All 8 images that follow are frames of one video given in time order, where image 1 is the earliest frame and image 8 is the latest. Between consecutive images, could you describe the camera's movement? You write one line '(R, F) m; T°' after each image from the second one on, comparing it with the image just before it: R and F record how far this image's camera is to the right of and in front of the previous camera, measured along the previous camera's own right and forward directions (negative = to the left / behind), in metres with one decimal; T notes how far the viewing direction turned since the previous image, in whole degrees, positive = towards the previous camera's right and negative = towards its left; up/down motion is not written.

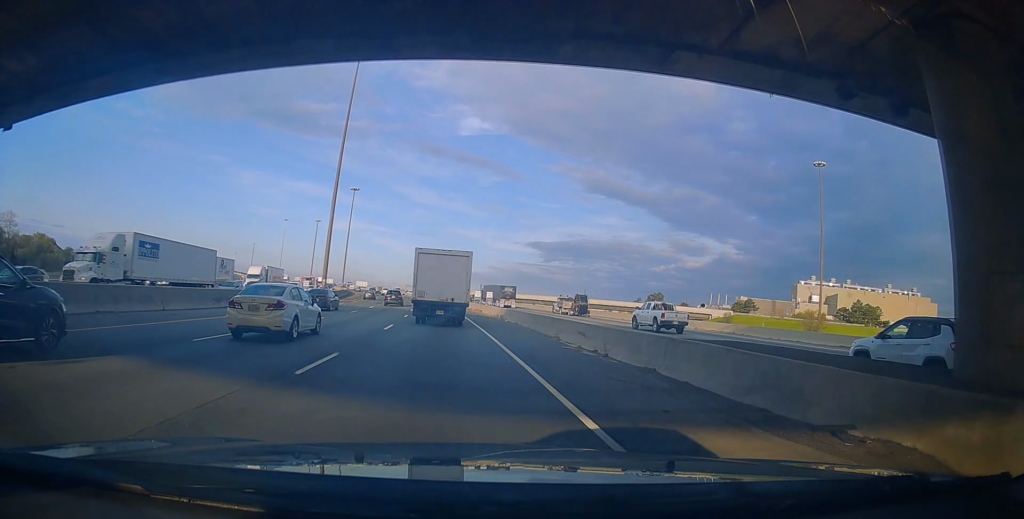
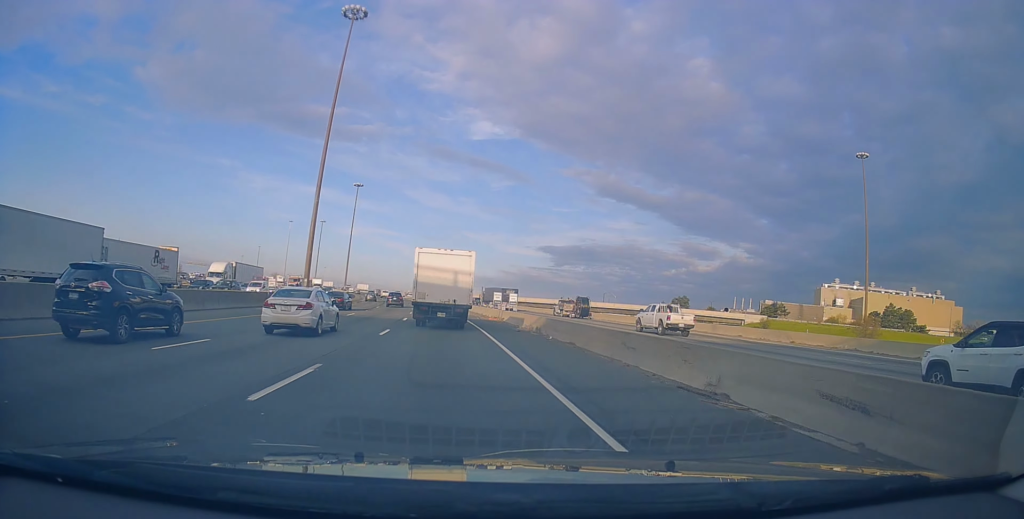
(-0.2, +14.5) m; -2°
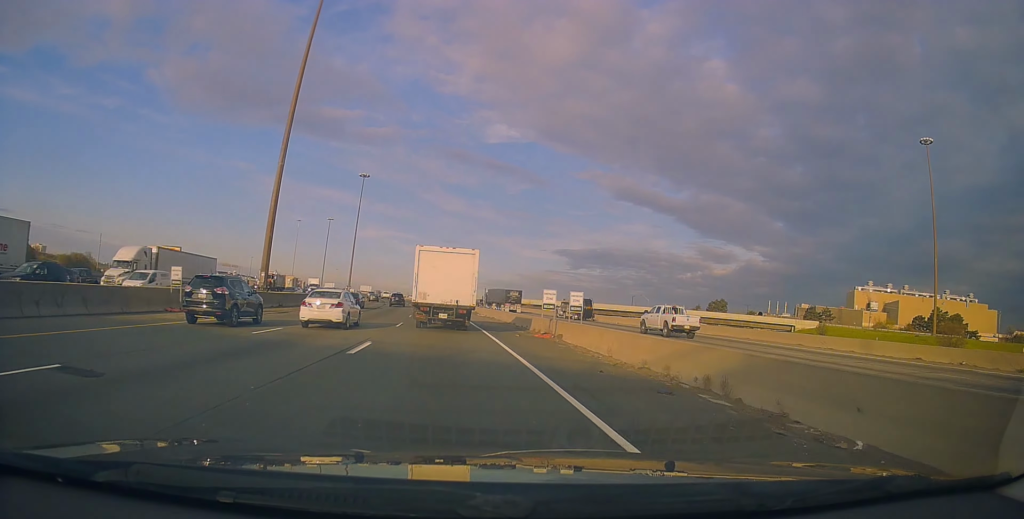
(0.0, +19.2) m; -3°
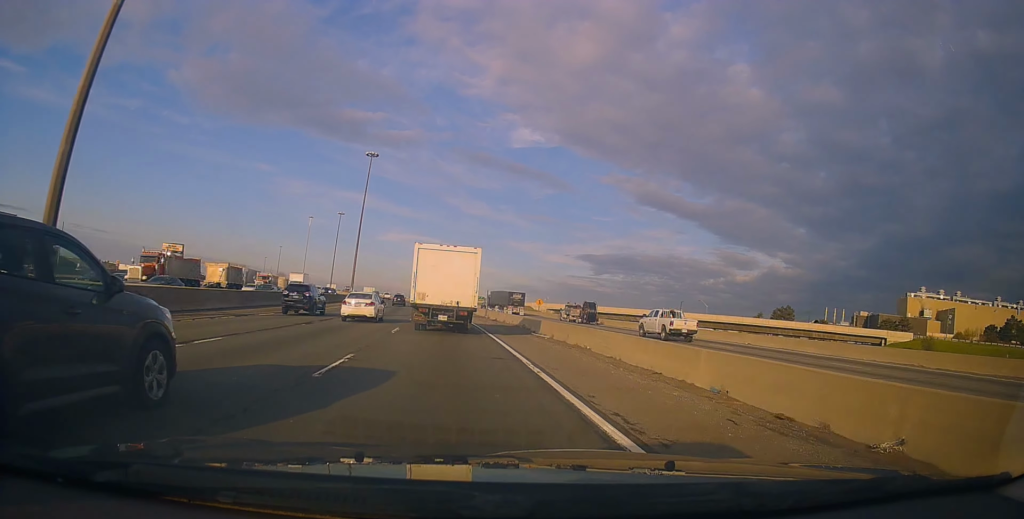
(-1.4, +28.6) m; -3°
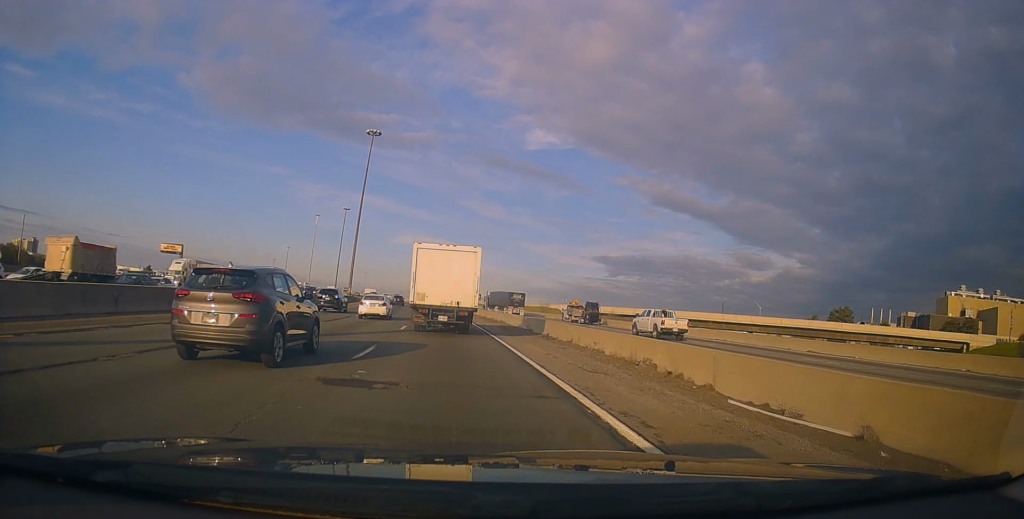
(0.0, +21.4) m; 0°
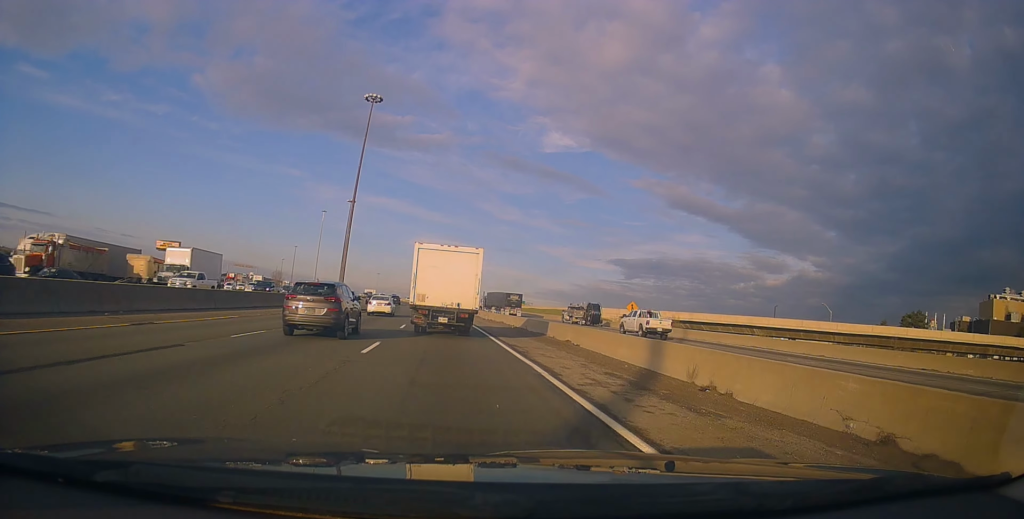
(-0.2, +23.0) m; -2°
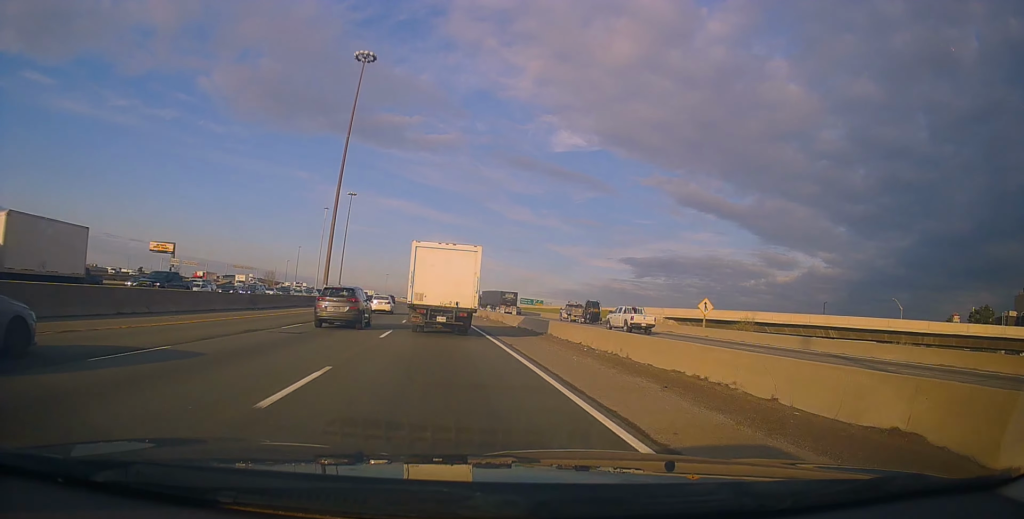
(-0.3, +18.3) m; -2°
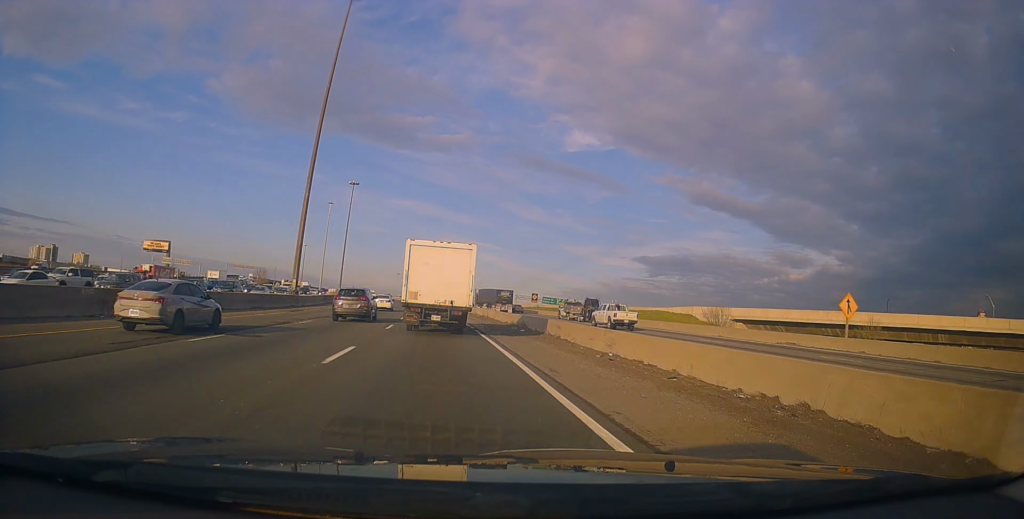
(-0.4, +19.9) m; -2°
